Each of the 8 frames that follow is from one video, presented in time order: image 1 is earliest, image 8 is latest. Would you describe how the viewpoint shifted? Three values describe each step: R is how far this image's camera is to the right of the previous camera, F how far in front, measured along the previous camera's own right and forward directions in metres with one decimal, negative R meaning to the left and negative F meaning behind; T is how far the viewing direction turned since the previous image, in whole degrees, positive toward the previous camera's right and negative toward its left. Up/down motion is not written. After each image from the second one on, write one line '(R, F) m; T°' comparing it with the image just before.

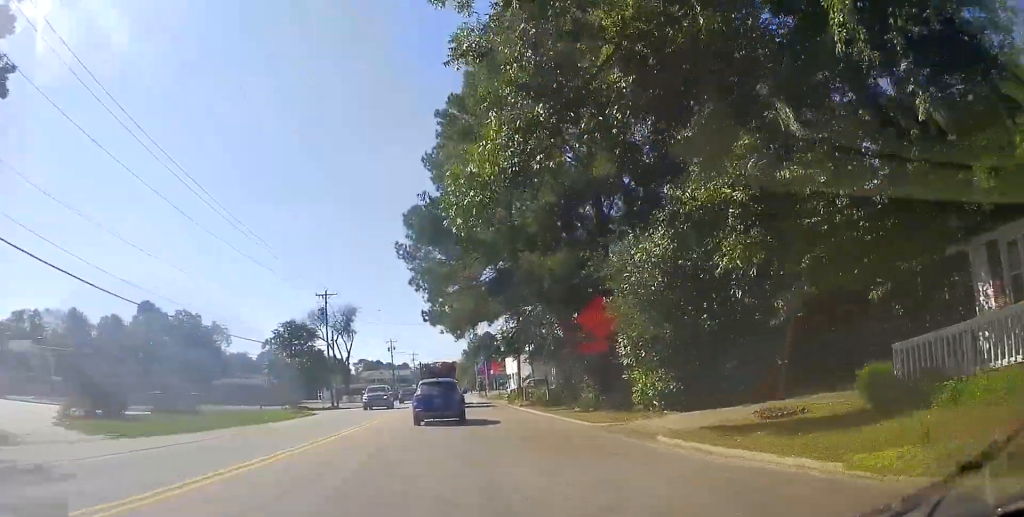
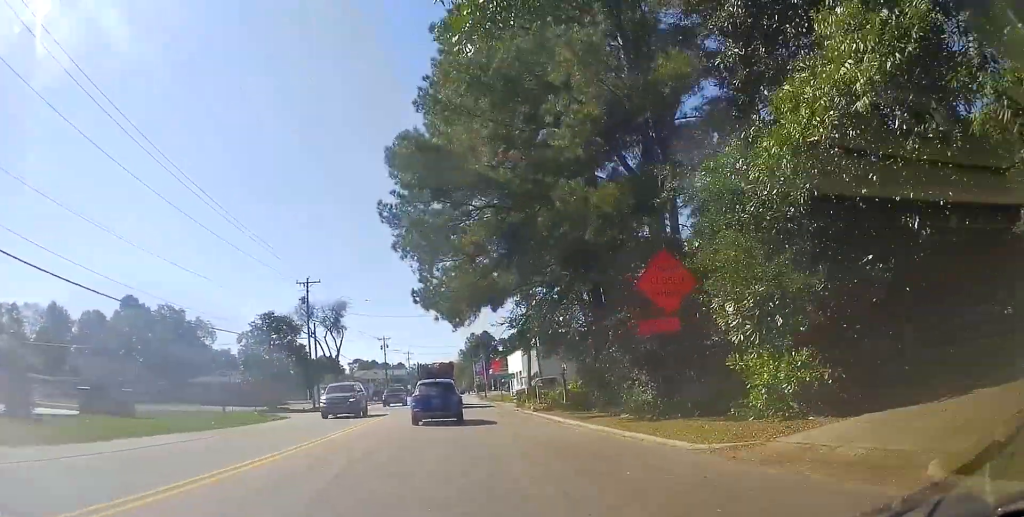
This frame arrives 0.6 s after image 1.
(+0.3, +7.0) m; +1°
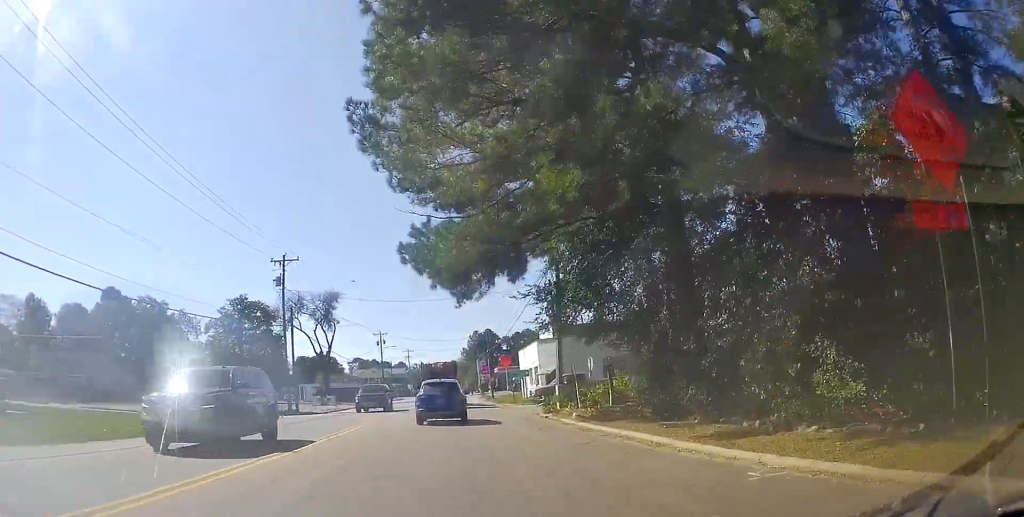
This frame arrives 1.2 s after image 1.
(+0.4, +8.9) m; 0°
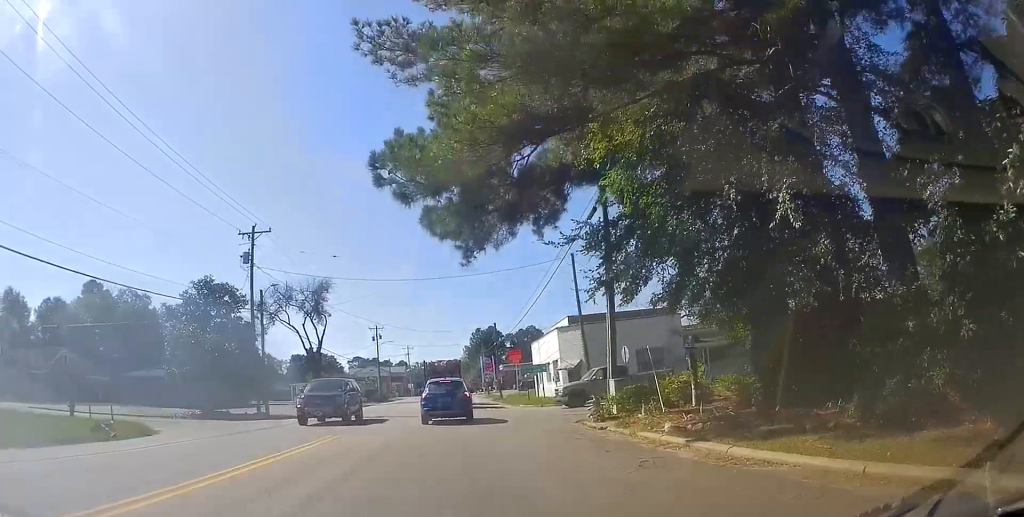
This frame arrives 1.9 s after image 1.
(-0.4, +7.8) m; -1°
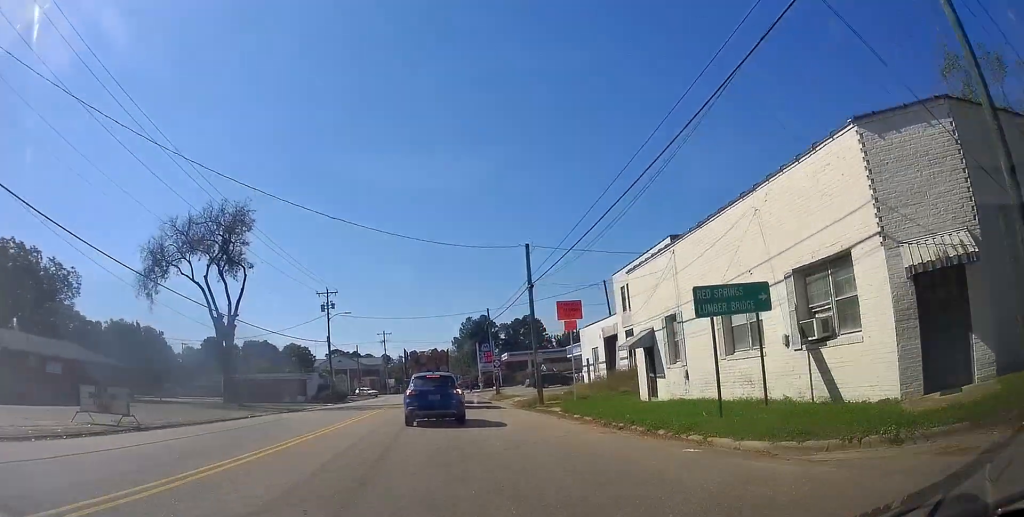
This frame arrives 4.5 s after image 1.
(+0.1, +32.5) m; -2°
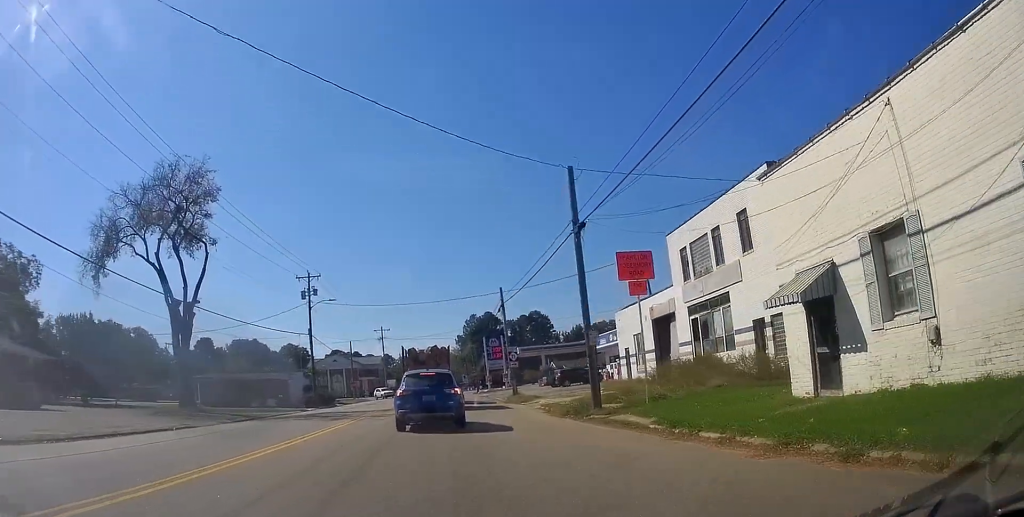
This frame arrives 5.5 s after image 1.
(-0.3, +12.0) m; 0°
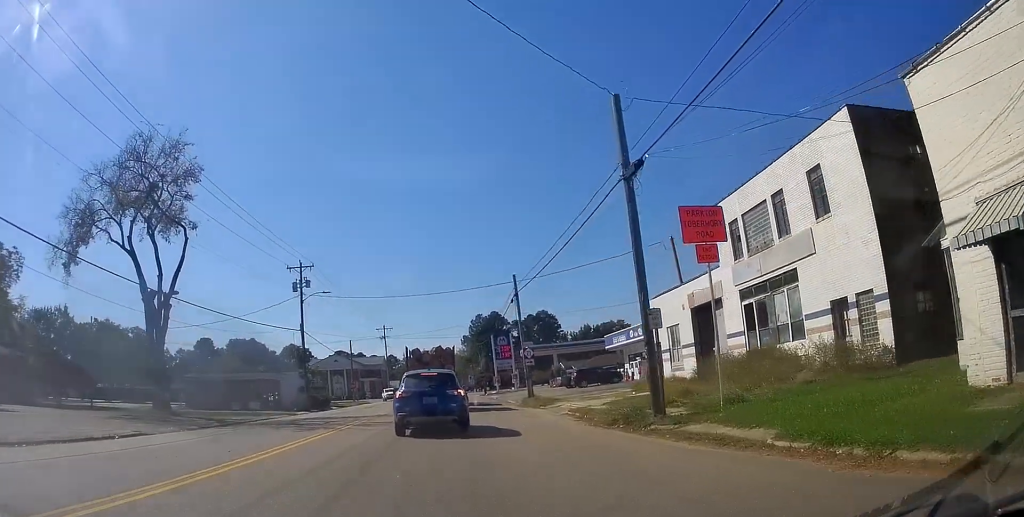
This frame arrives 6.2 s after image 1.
(+0.2, +6.7) m; +1°
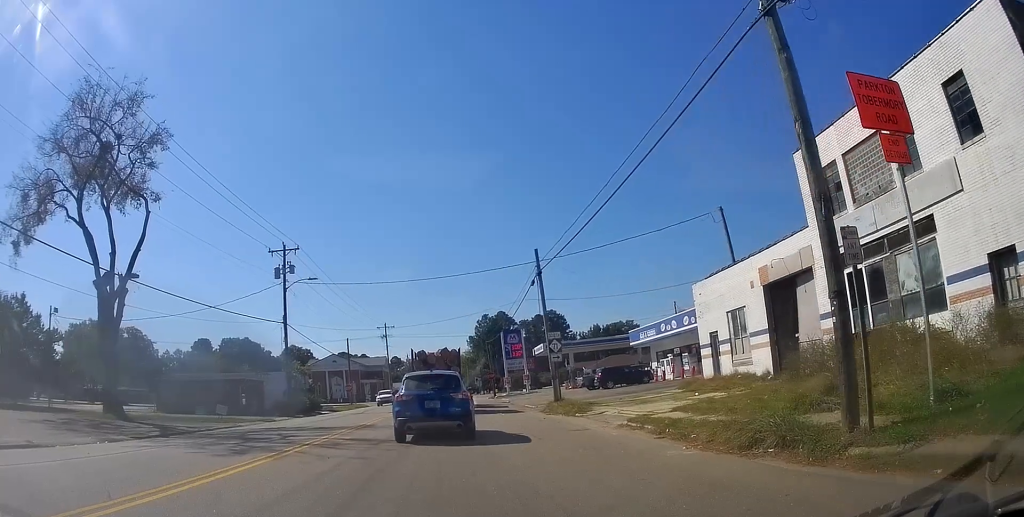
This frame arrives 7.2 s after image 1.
(-0.1, +9.5) m; -2°
